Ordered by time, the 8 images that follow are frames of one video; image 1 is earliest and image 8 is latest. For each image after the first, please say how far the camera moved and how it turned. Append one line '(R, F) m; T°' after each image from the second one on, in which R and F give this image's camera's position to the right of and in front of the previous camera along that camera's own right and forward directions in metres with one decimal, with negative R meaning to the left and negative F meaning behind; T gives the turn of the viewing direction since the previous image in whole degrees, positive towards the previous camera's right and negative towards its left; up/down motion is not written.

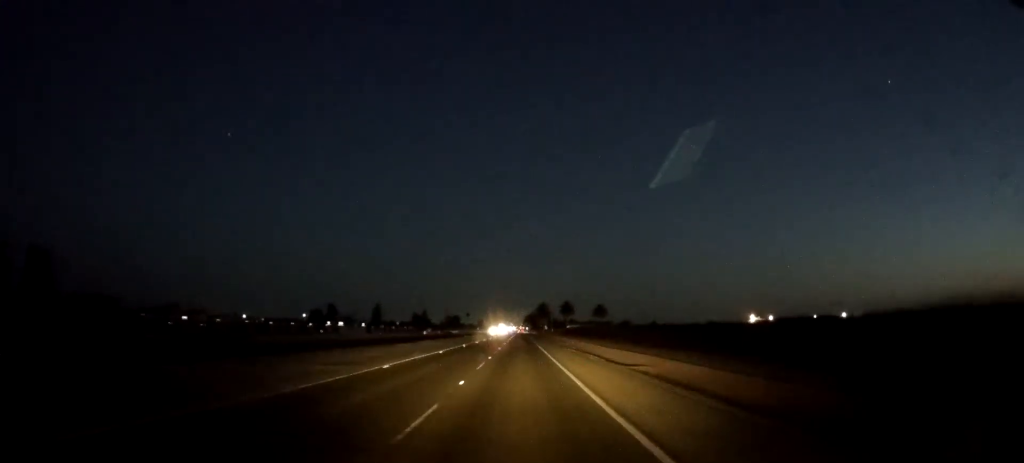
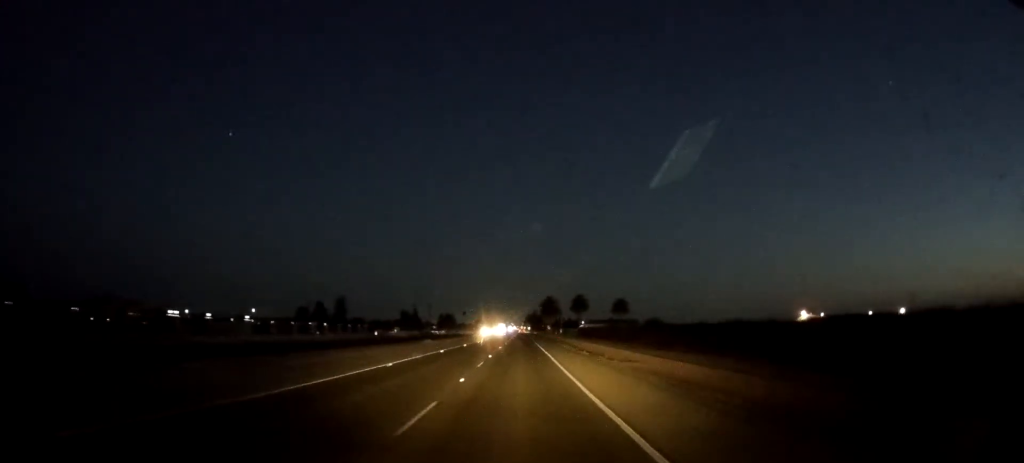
(0.0, +43.3) m; 0°
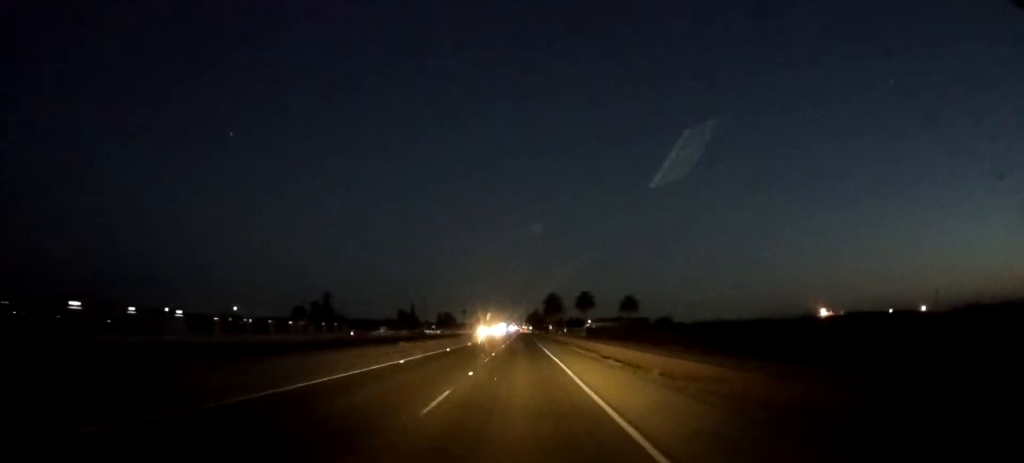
(0.0, +12.6) m; 0°
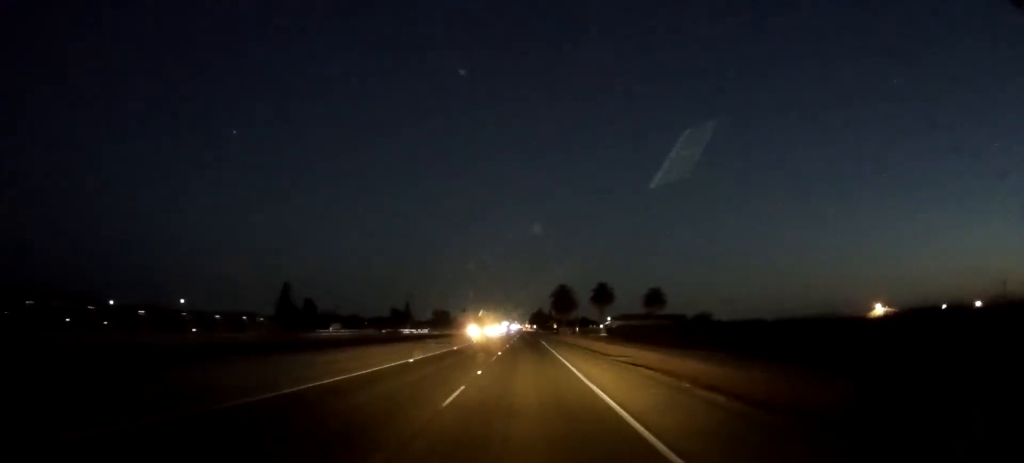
(0.0, +29.1) m; 0°
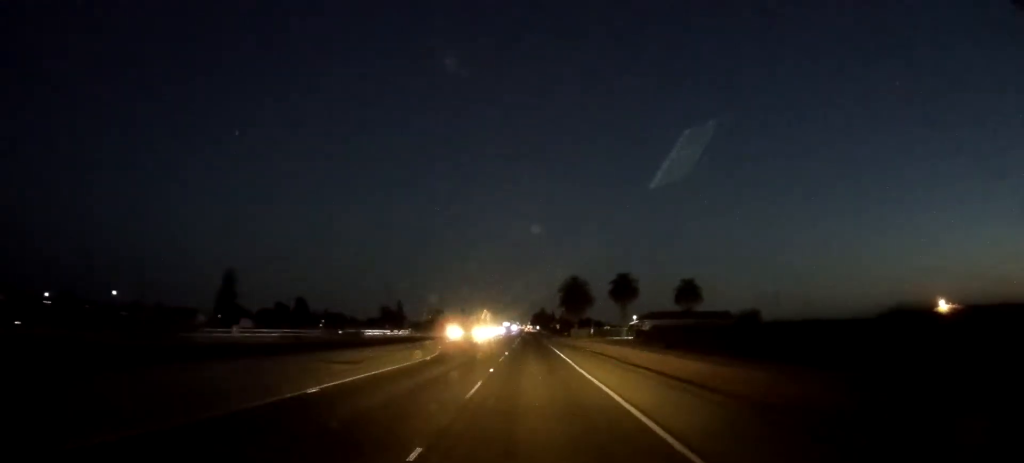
(0.0, +26.8) m; 0°
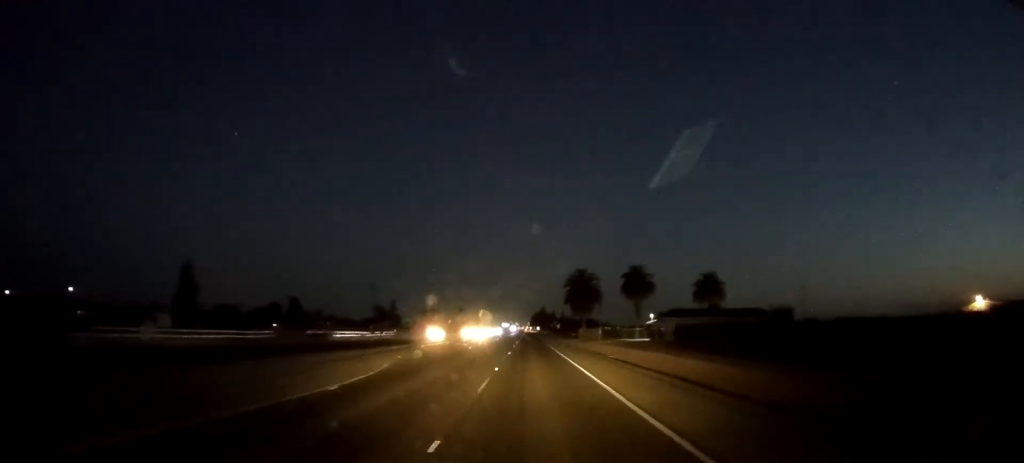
(0.0, +13.4) m; 0°
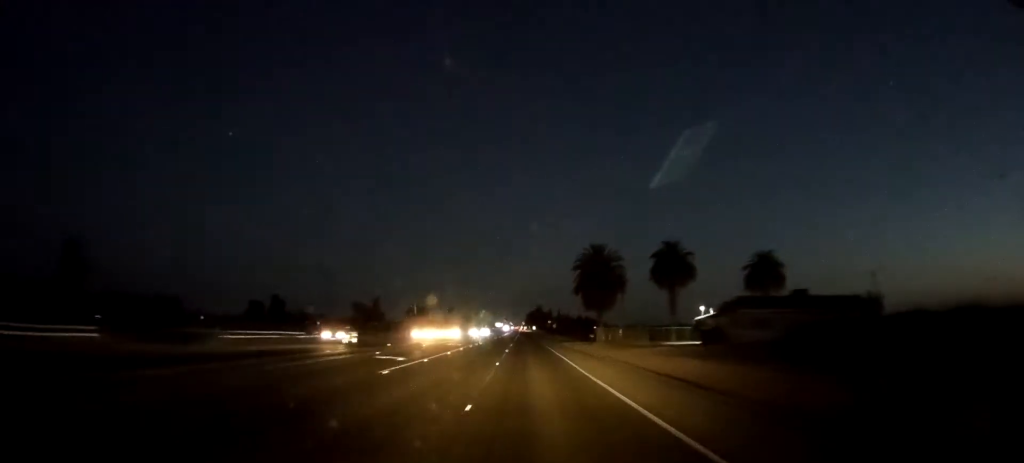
(0.0, +26.2) m; 0°
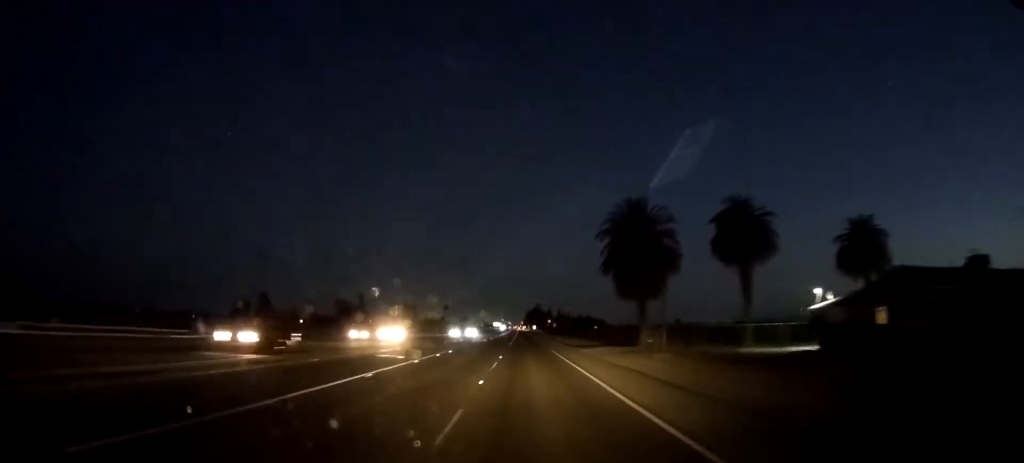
(0.0, +24.7) m; +1°
